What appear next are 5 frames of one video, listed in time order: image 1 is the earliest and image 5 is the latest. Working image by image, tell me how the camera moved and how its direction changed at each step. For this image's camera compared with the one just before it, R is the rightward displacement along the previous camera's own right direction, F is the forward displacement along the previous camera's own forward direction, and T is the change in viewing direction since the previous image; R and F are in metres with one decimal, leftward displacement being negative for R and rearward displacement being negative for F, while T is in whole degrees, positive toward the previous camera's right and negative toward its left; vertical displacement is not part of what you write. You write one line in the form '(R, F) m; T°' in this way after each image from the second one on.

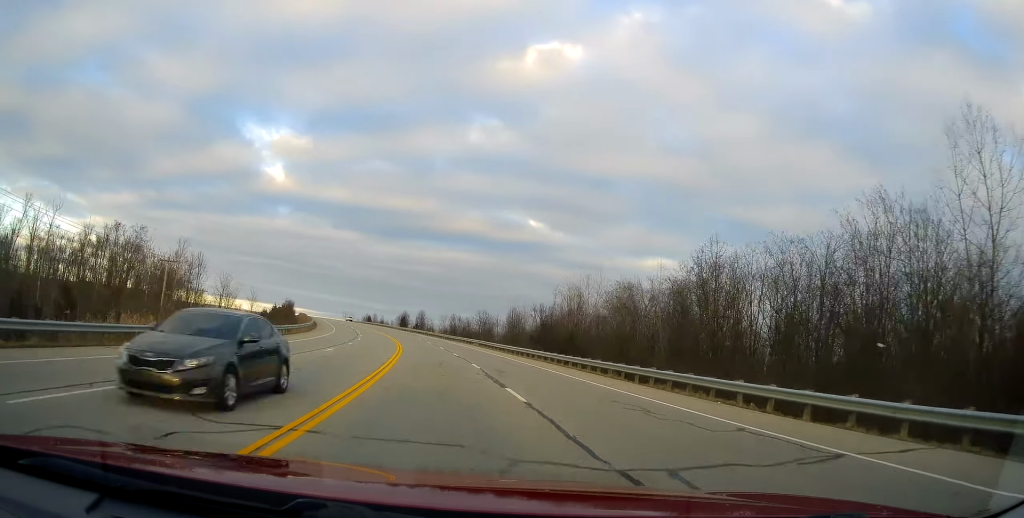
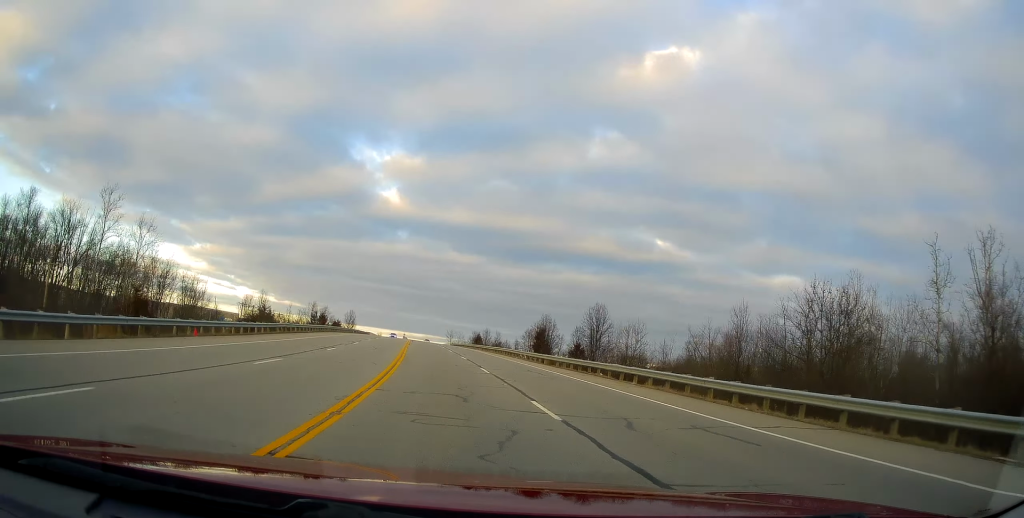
(-8.4, +87.0) m; -11°
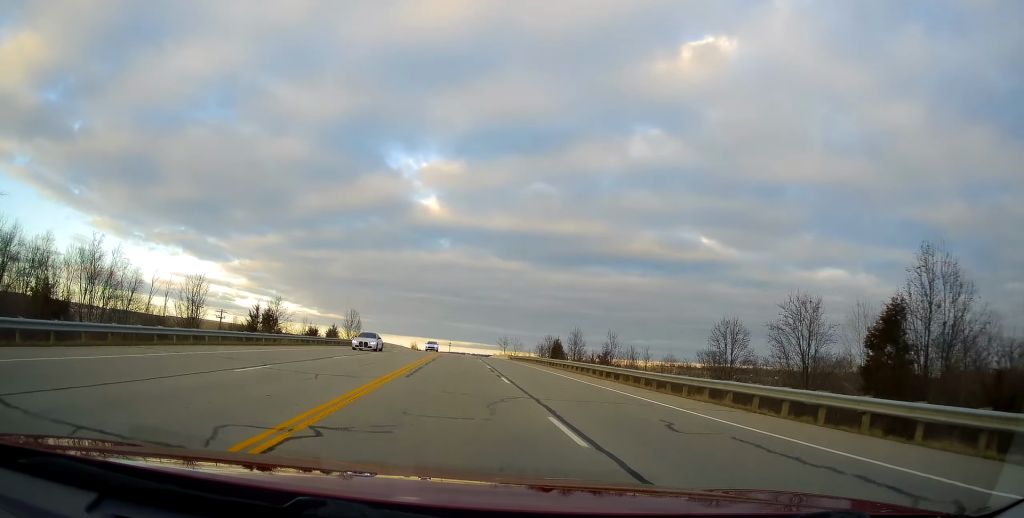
(-3.1, +51.8) m; -6°
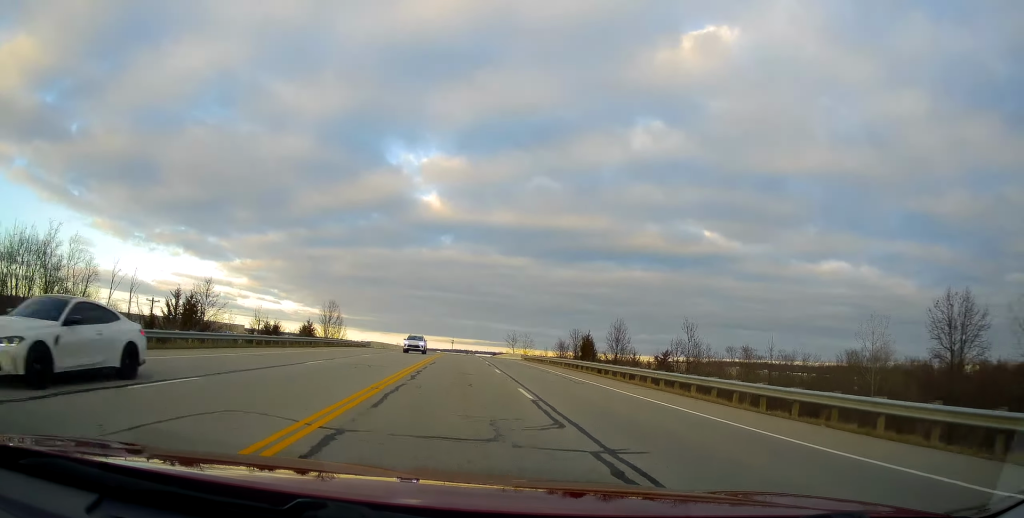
(-0.4, +17.6) m; 0°
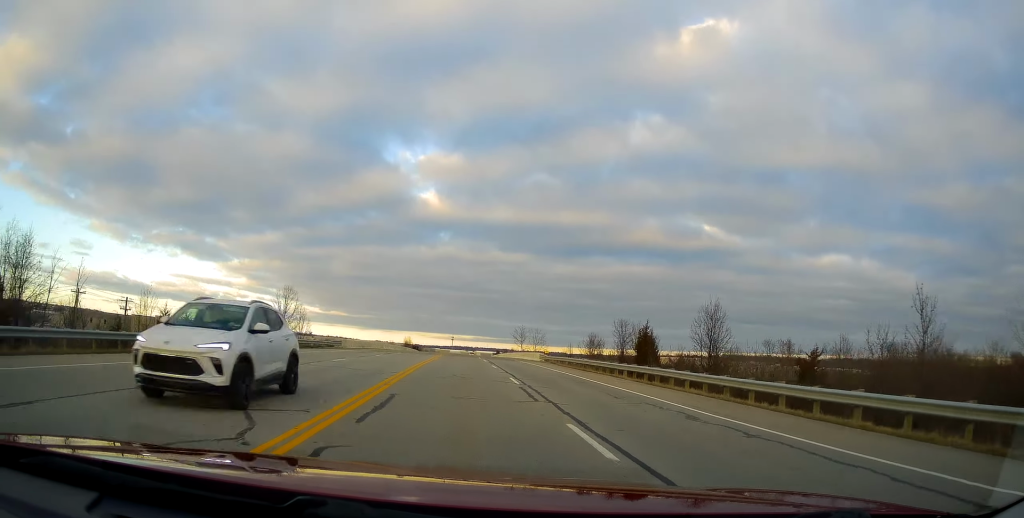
(+0.6, +20.1) m; +1°
